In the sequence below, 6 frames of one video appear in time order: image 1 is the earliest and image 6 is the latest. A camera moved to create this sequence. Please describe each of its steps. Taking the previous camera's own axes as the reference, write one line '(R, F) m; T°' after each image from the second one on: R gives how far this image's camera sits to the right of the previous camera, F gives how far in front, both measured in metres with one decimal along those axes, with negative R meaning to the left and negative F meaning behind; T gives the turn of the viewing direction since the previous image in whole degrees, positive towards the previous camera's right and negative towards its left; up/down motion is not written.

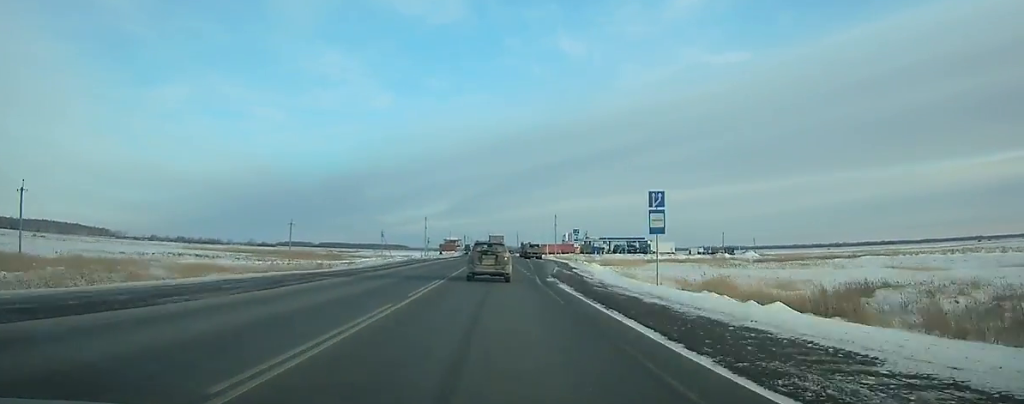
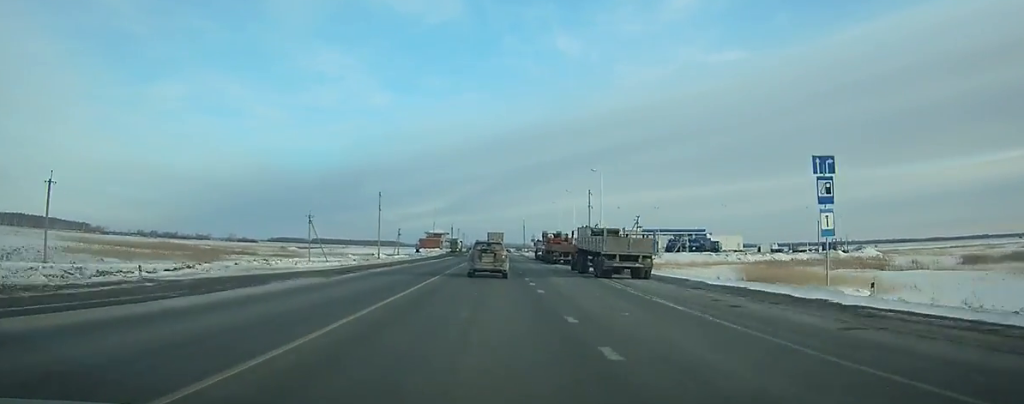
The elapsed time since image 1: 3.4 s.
(0.0, +75.2) m; 0°
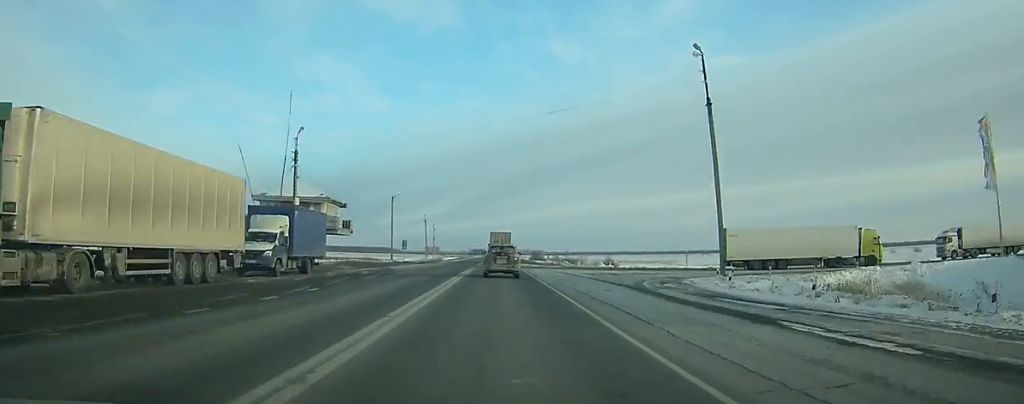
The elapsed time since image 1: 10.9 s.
(0.0, +167.3) m; 0°
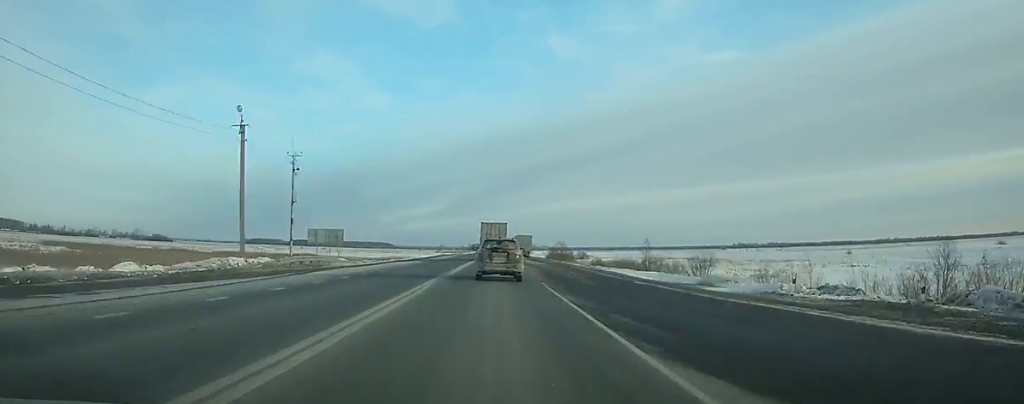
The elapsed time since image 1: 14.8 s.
(-0.1, +86.0) m; 0°
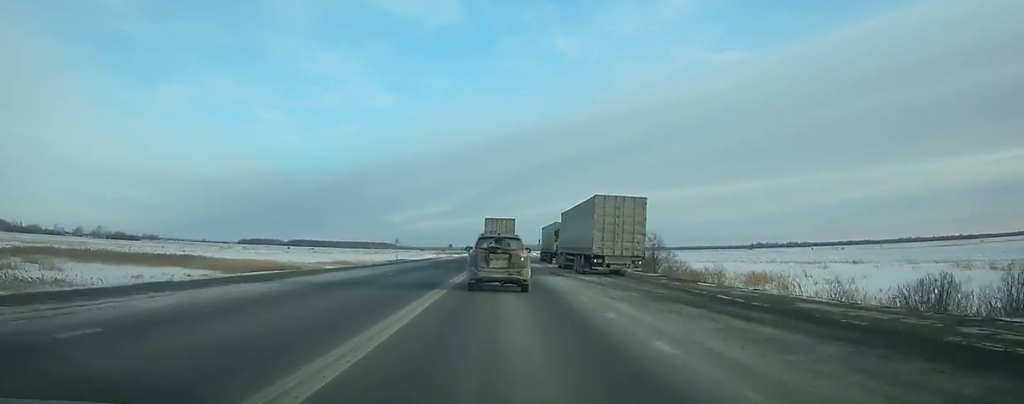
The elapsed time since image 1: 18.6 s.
(-0.3, +80.2) m; 0°
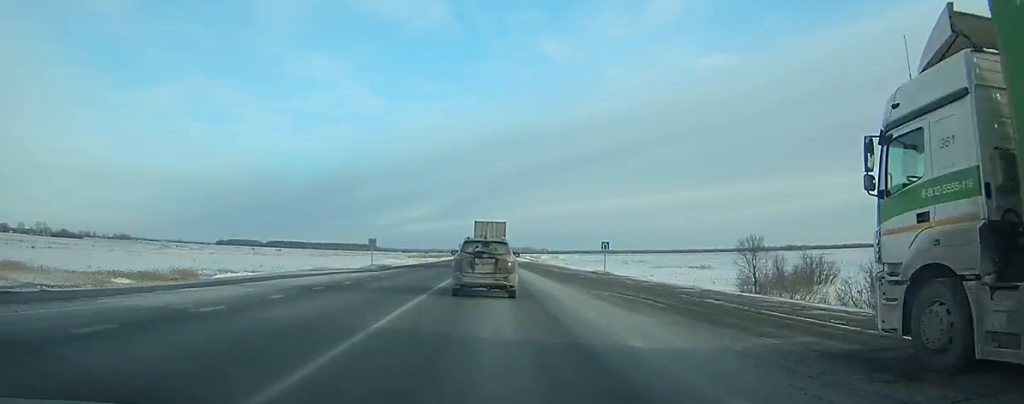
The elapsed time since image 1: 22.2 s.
(+0.3, +72.6) m; 0°
